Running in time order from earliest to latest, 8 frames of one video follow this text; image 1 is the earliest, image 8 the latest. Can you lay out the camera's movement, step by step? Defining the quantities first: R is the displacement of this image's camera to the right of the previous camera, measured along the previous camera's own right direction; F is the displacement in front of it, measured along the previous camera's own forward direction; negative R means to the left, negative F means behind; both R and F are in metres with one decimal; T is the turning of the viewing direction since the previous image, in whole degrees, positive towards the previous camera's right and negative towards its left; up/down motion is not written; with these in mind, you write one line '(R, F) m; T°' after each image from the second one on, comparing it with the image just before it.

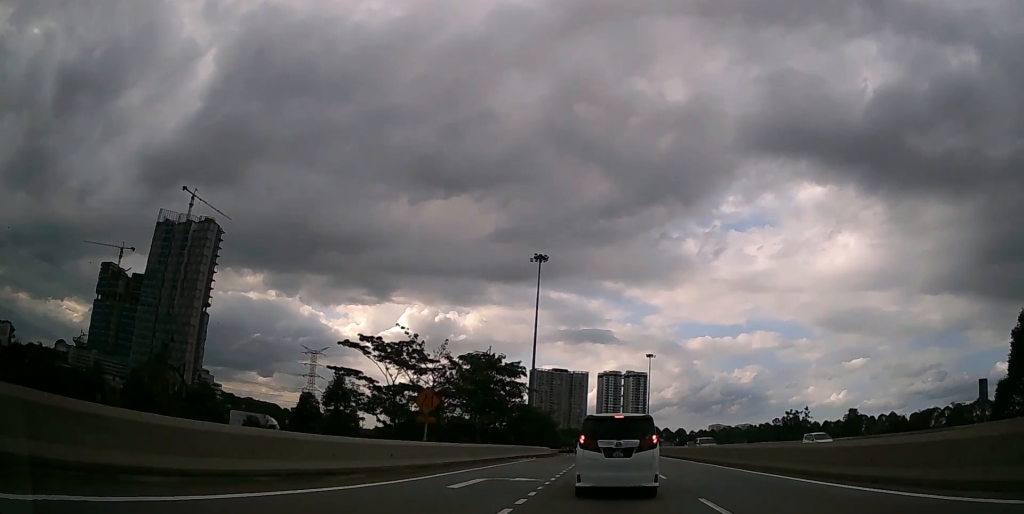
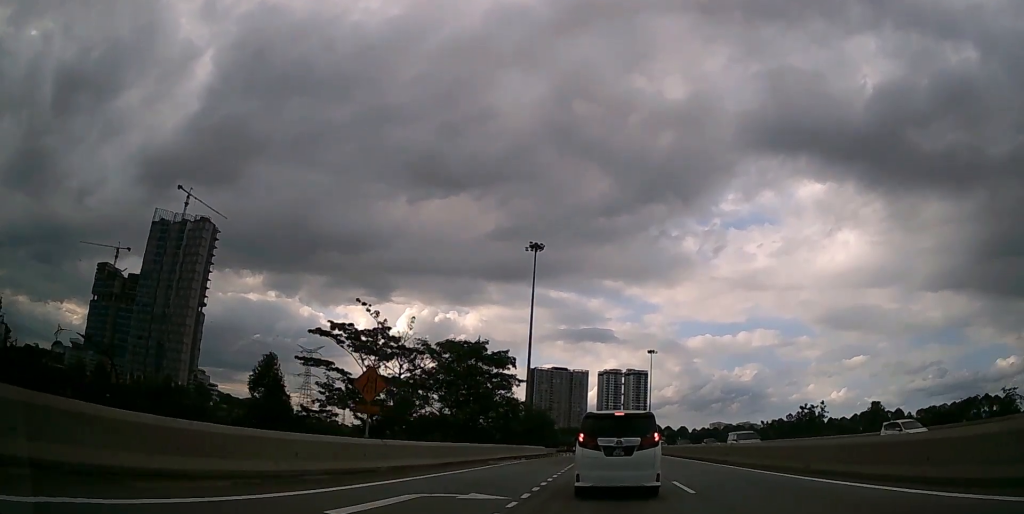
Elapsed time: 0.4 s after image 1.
(0.0, +6.1) m; 0°
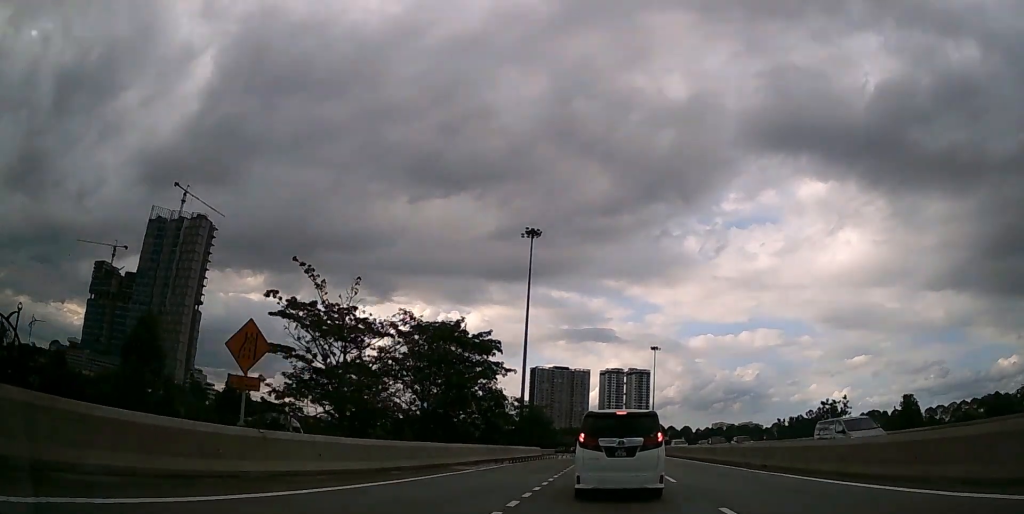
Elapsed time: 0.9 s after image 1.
(0.0, +7.0) m; 0°
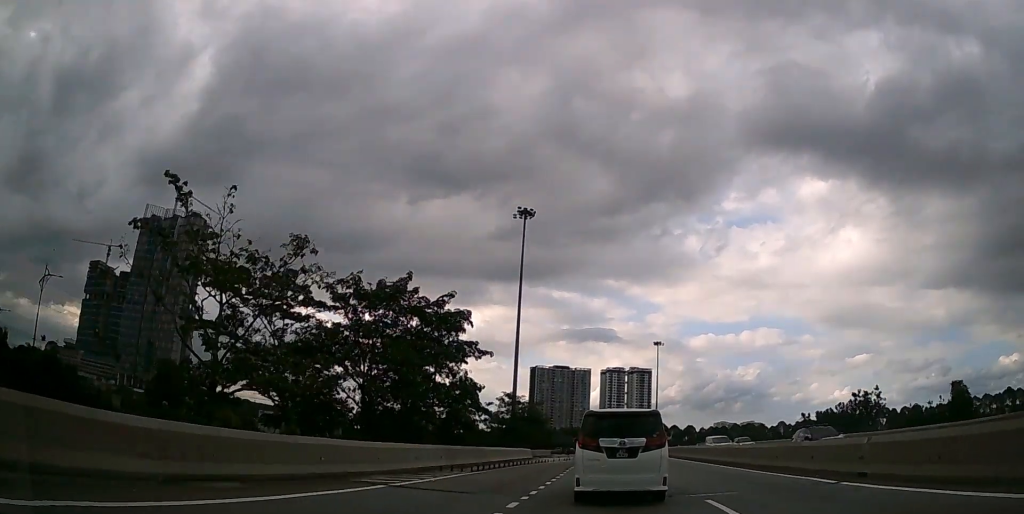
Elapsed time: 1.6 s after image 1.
(0.0, +9.2) m; 0°
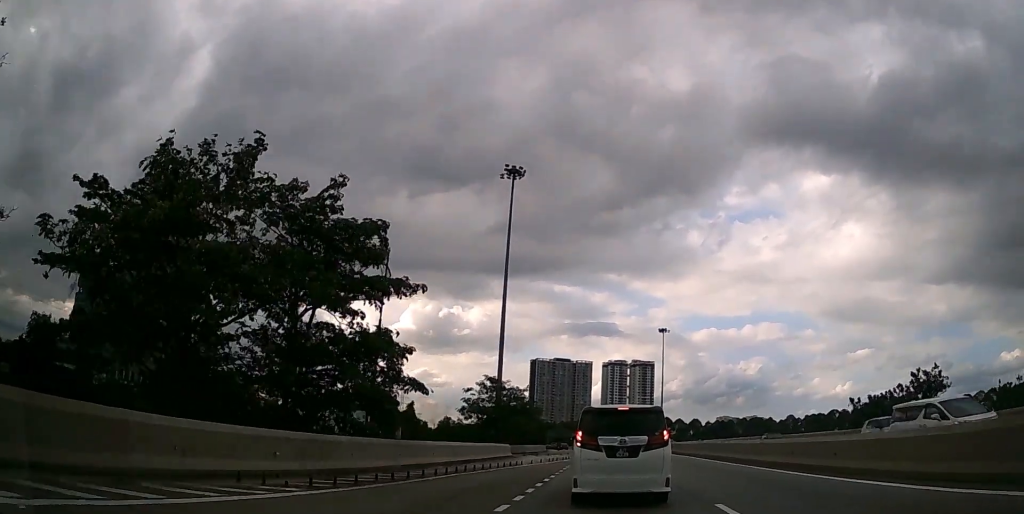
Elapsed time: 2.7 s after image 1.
(-0.1, +13.2) m; 0°
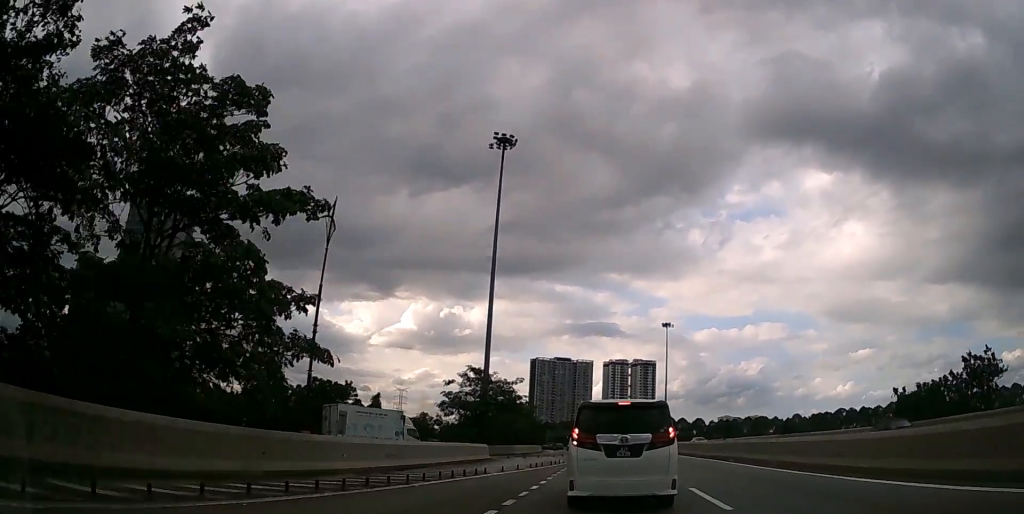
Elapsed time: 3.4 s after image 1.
(0.0, +8.5) m; 0°
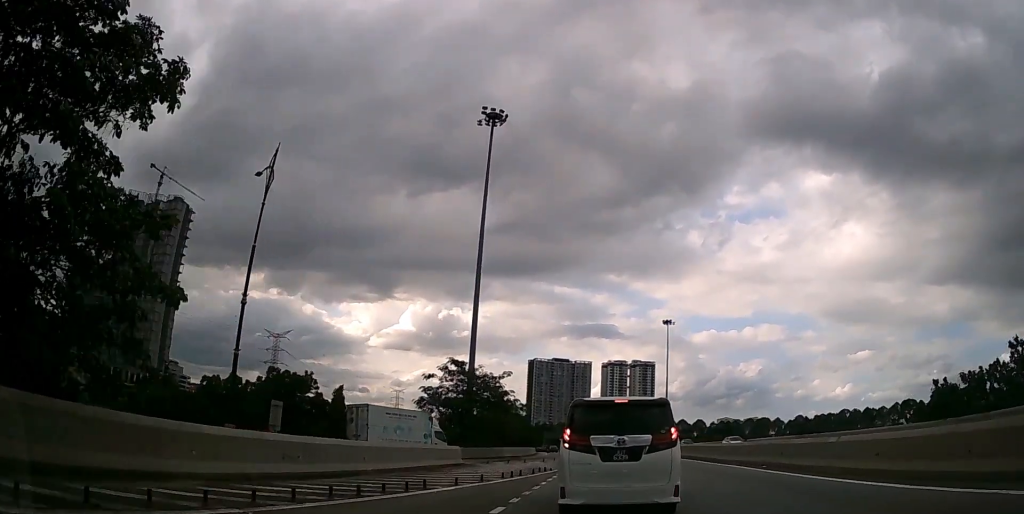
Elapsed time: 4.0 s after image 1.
(0.0, +6.5) m; 0°
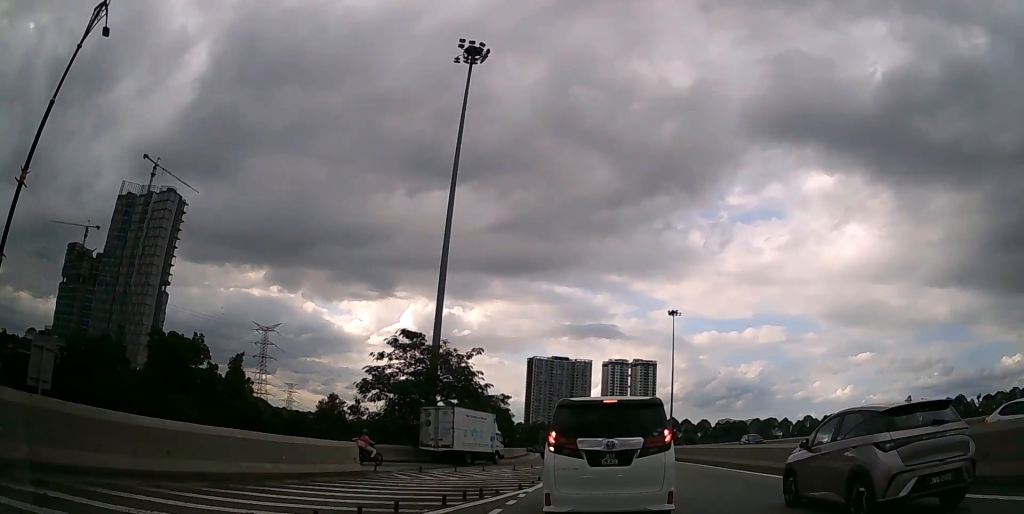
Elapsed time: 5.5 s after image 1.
(0.0, +12.8) m; 0°
